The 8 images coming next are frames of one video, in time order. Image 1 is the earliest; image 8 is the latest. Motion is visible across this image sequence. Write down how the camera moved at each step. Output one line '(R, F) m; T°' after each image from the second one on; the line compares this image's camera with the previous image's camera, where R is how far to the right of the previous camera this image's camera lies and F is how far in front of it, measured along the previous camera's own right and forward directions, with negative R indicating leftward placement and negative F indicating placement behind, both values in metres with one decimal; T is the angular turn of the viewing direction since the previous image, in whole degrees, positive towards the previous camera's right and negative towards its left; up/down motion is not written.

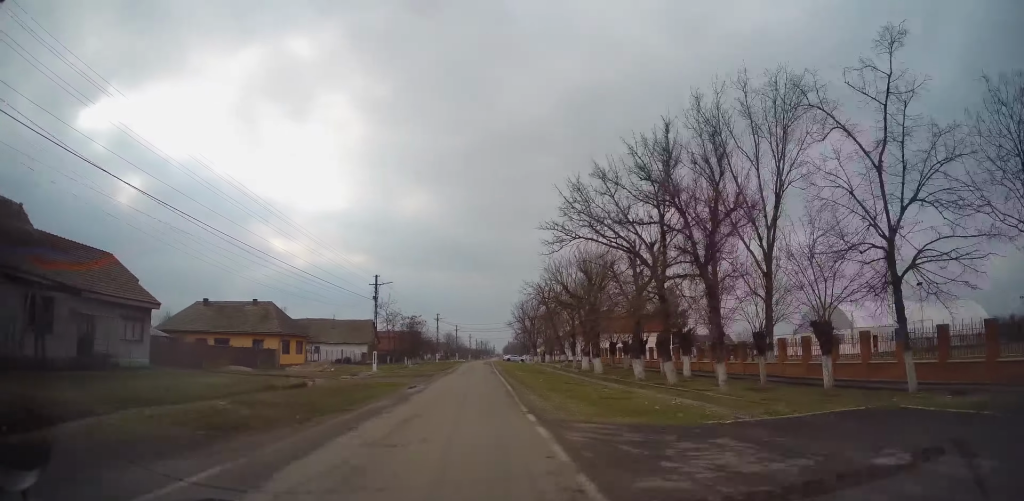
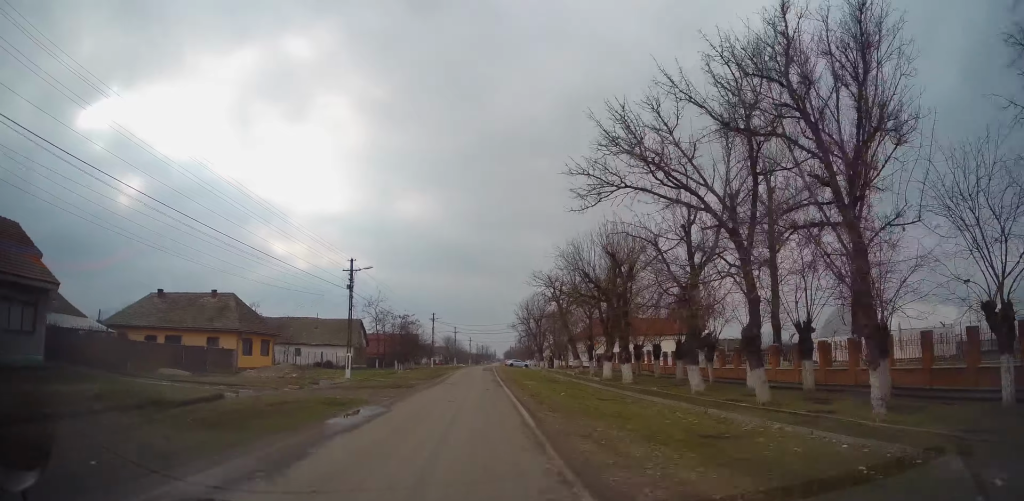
(0.0, +8.6) m; +1°
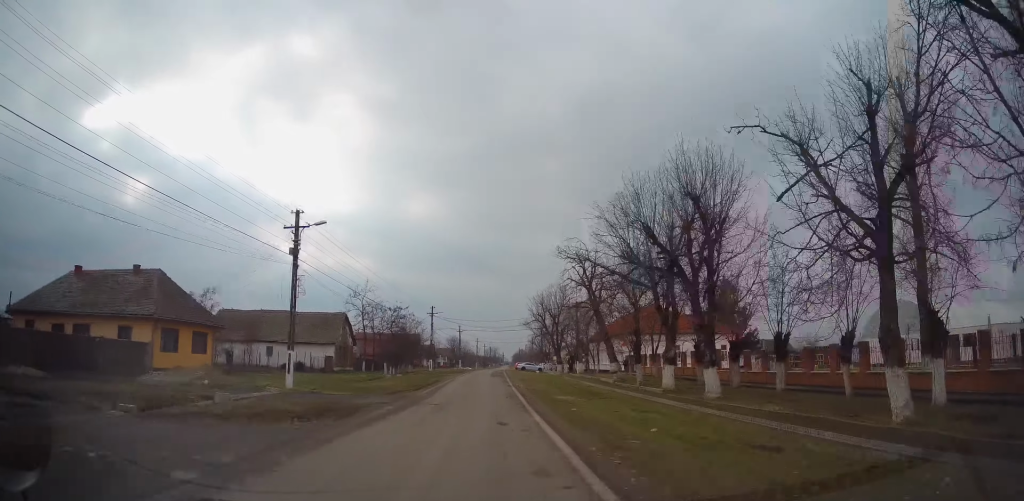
(+0.1, +11.9) m; -2°
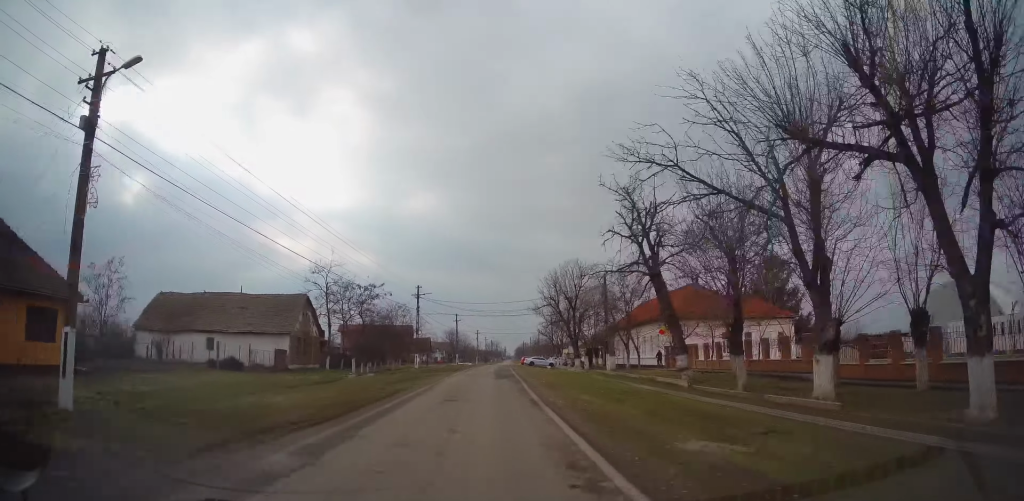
(-0.5, +13.9) m; 0°
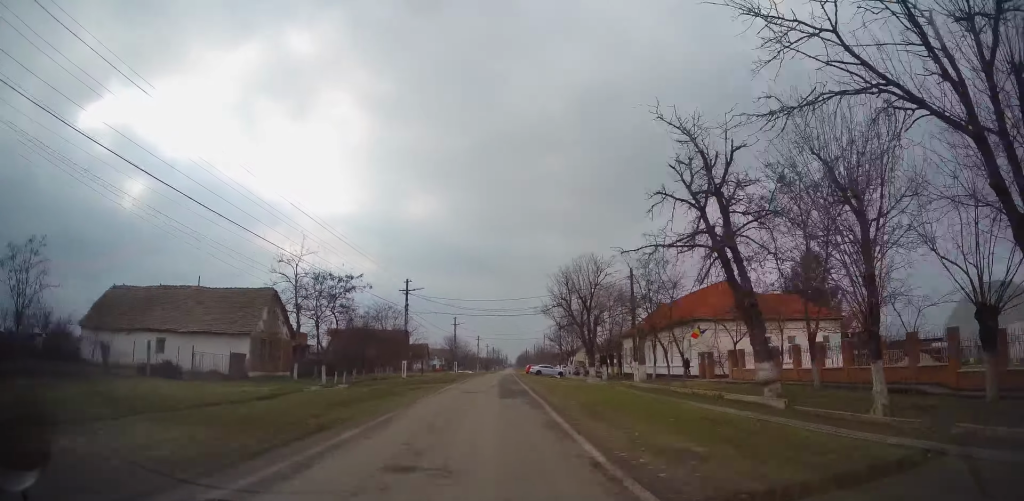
(+0.4, +8.3) m; 0°
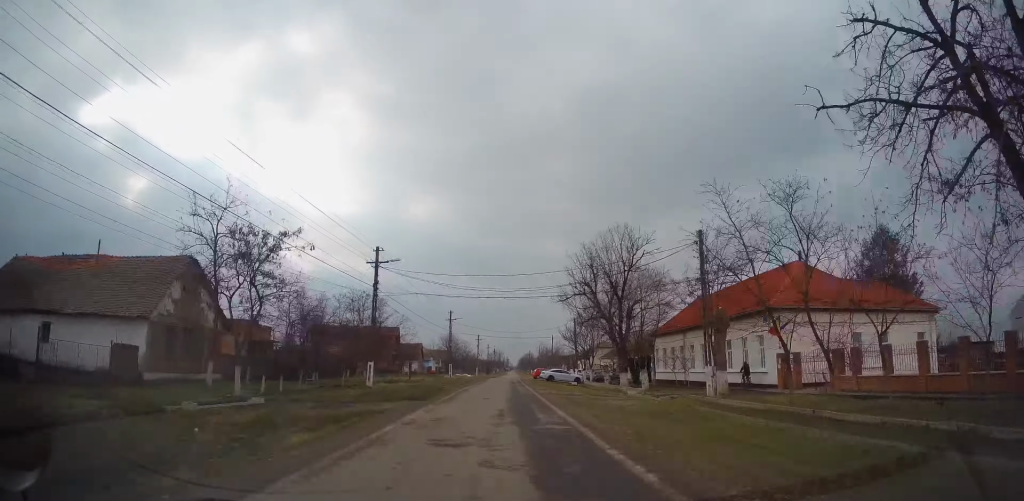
(-0.3, +12.9) m; -1°
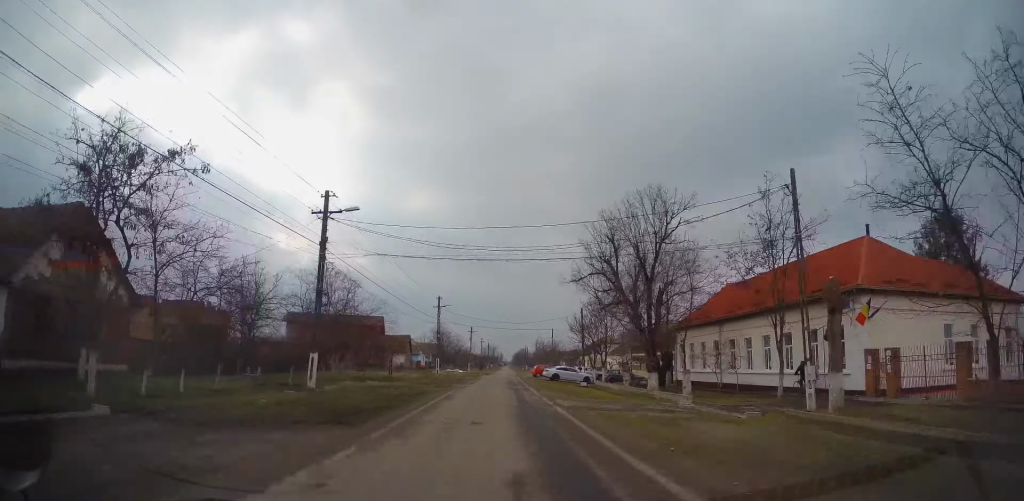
(0.0, +9.2) m; +1°
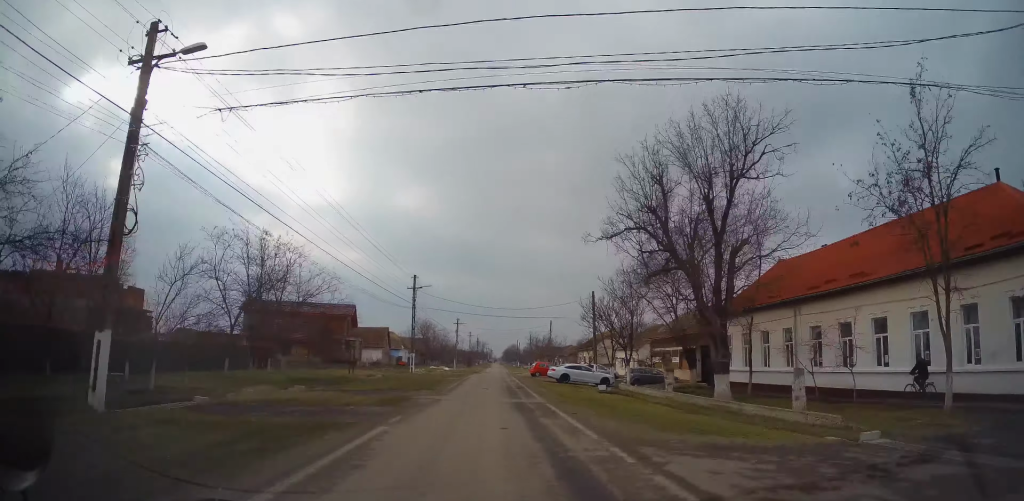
(+0.3, +11.7) m; +2°
